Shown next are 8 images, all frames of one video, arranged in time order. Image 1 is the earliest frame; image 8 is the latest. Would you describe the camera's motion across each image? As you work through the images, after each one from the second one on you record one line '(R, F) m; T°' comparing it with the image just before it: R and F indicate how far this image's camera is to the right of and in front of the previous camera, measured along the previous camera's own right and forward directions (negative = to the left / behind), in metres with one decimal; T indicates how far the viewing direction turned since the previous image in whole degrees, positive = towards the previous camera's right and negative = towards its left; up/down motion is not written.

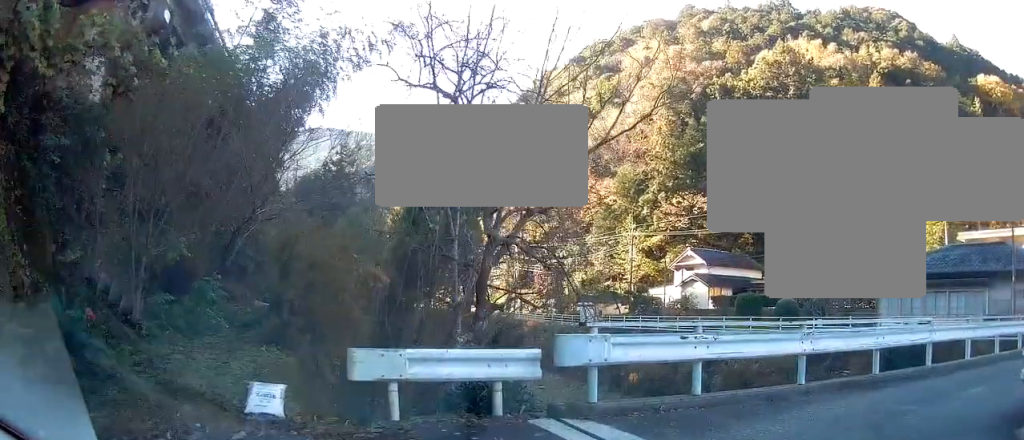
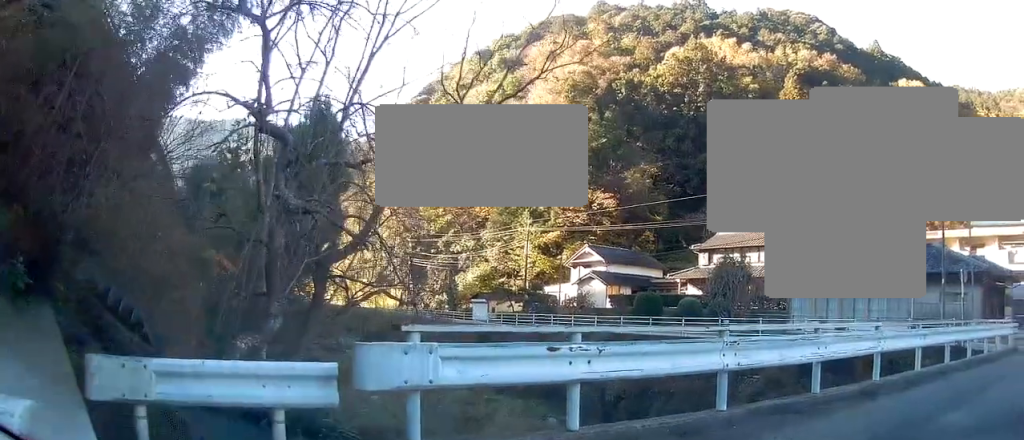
(+0.5, +2.5) m; +19°
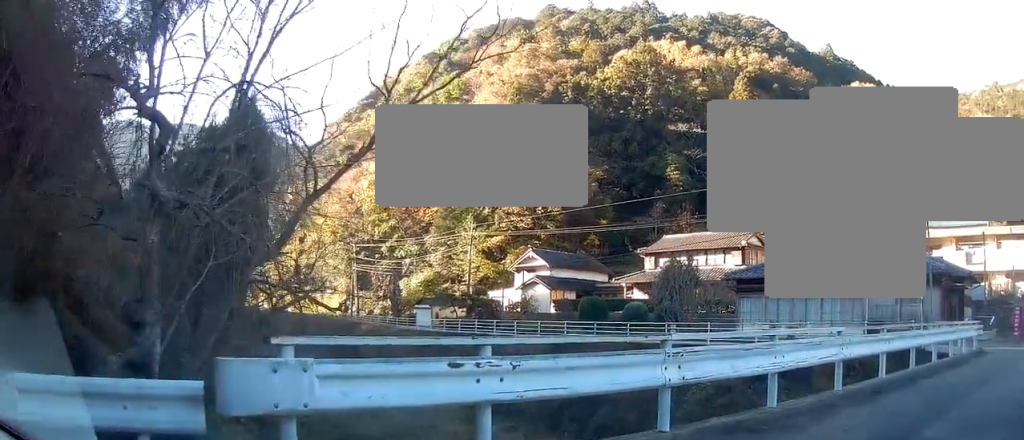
(+0.1, +1.1) m; +7°
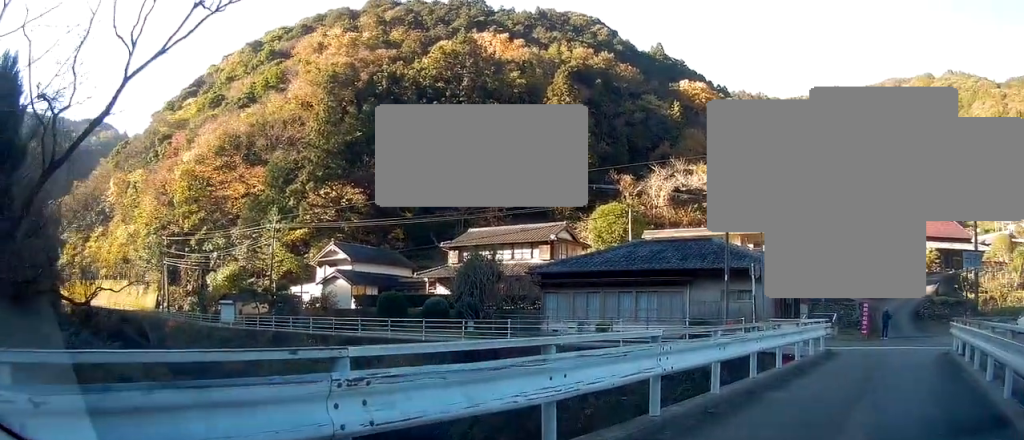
(+0.4, +3.0) m; +12°
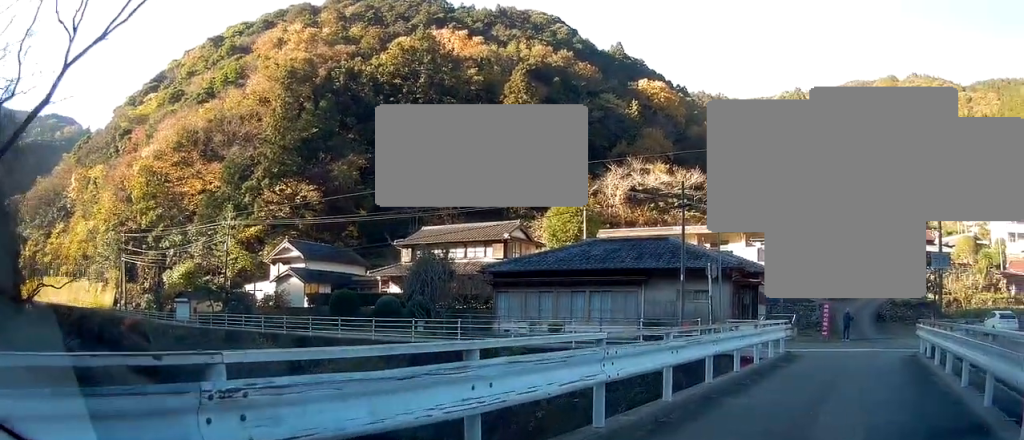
(0.0, +0.7) m; +1°
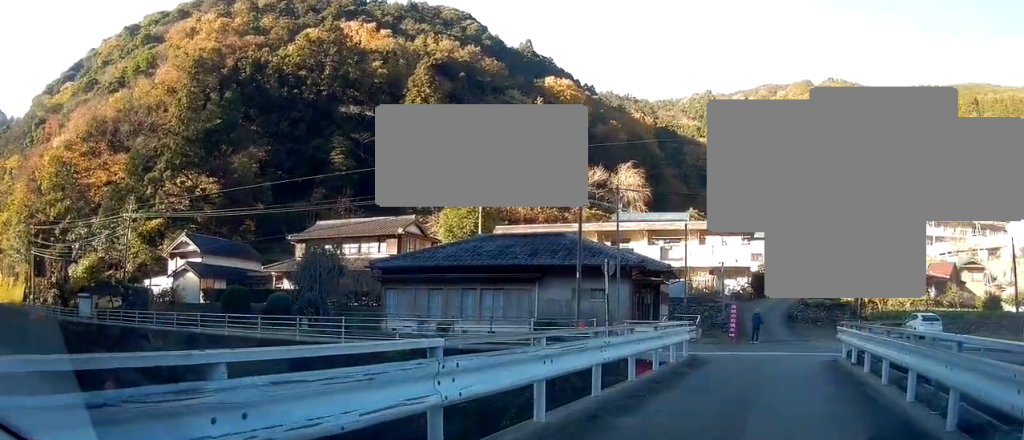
(0.0, +1.7) m; +6°
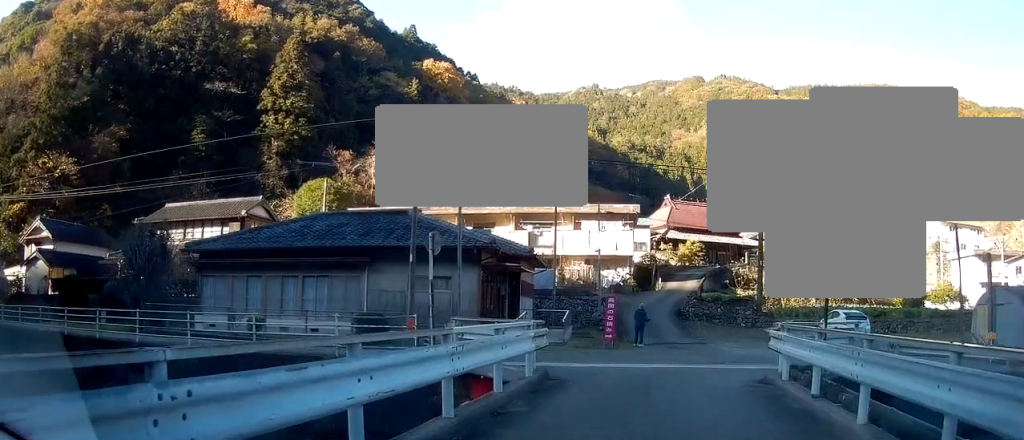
(+0.6, +5.4) m; +7°
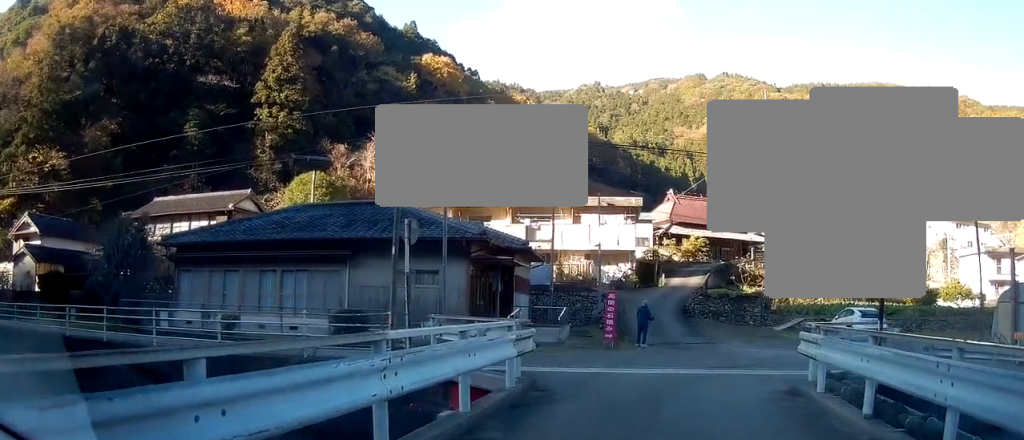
(0.0, +2.0) m; -2°
